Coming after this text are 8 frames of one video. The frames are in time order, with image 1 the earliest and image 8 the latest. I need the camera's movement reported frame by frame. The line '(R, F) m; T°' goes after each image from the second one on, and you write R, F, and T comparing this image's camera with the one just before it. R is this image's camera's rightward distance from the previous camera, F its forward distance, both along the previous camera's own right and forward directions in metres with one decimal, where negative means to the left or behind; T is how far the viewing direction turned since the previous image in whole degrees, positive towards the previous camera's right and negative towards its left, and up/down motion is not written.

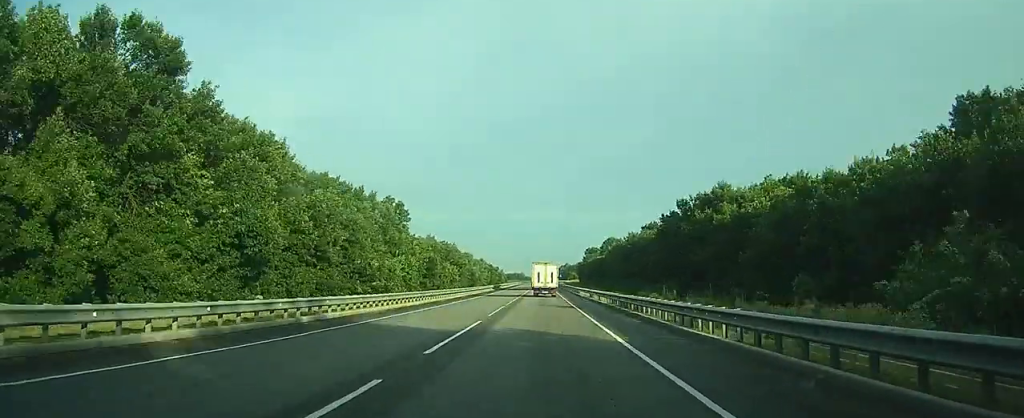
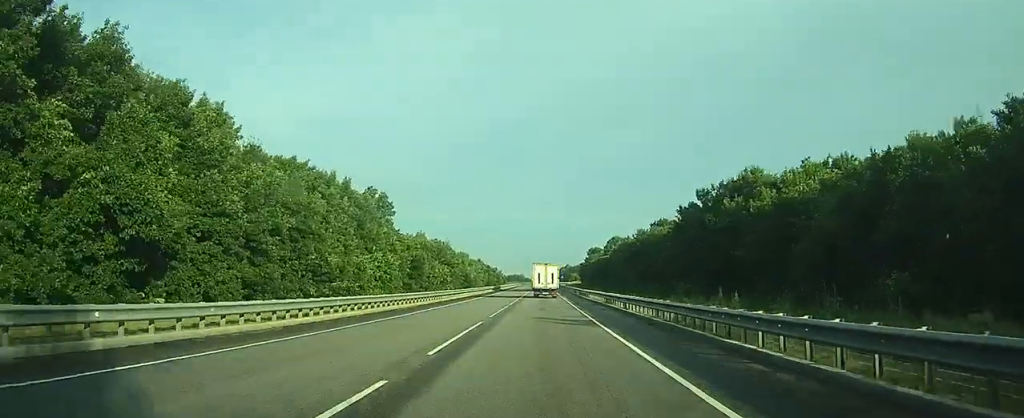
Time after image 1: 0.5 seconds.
(0.0, +12.2) m; 0°
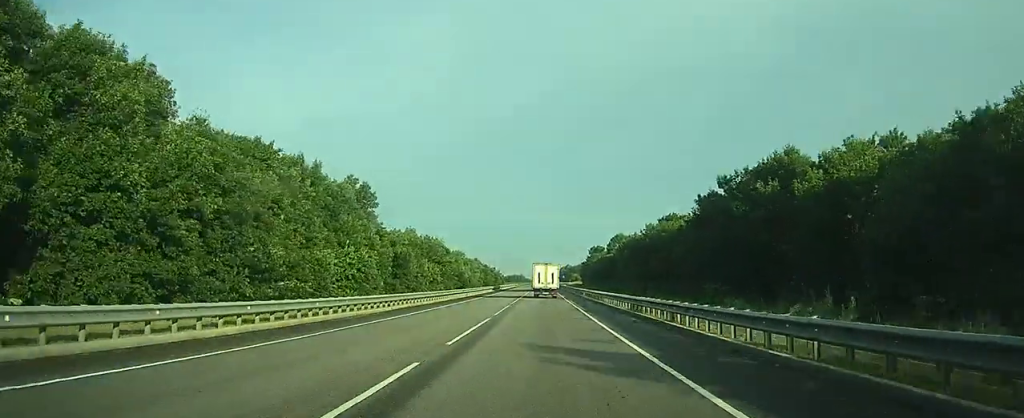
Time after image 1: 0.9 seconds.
(0.0, +10.1) m; 0°
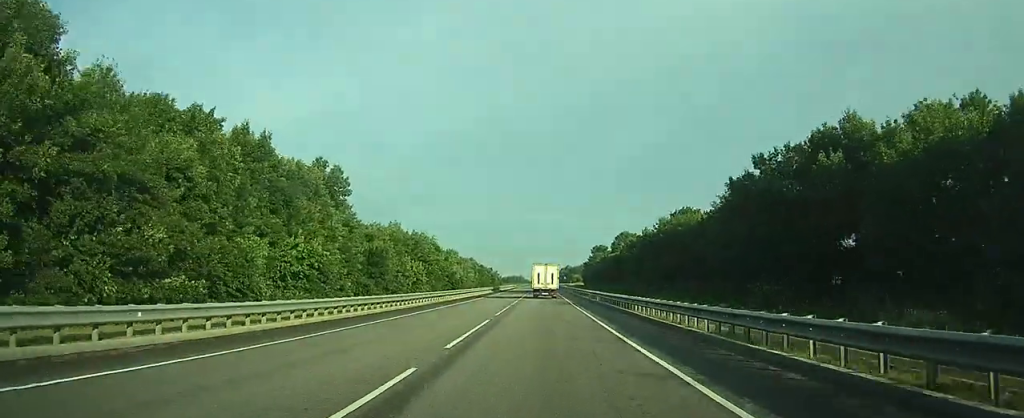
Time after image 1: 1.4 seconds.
(0.0, +11.8) m; 0°
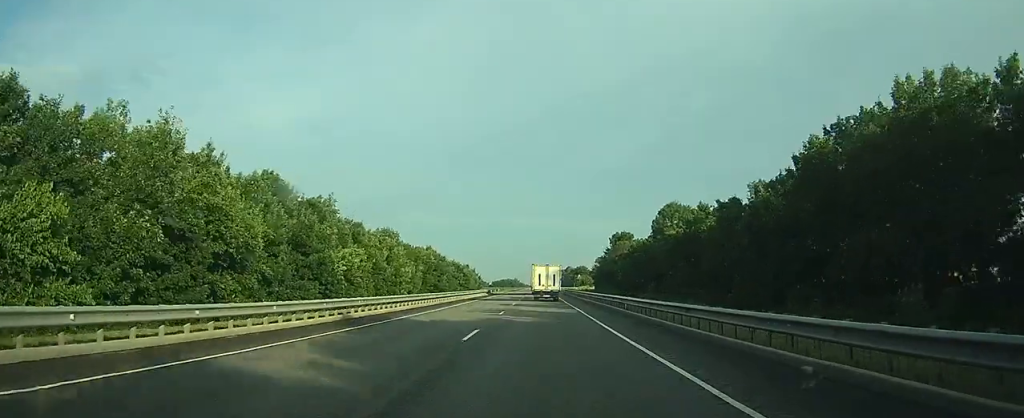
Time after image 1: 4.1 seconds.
(+0.3, +71.2) m; 0°
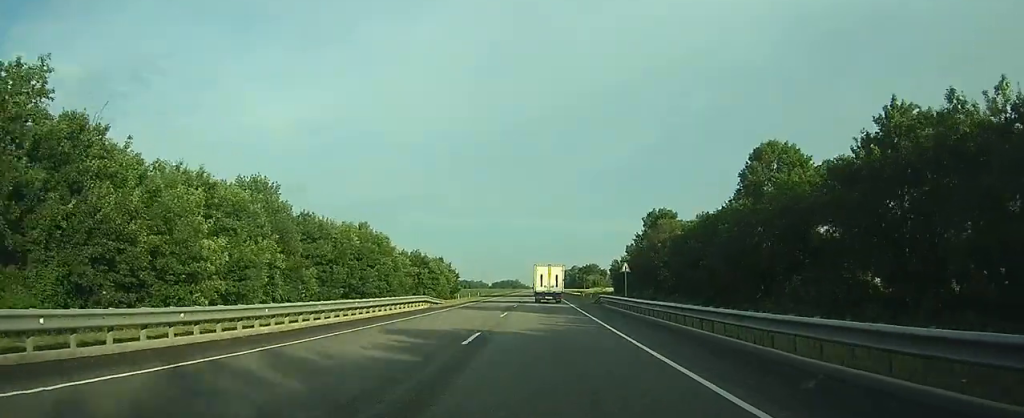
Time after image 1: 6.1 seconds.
(+0.1, +48.6) m; 0°
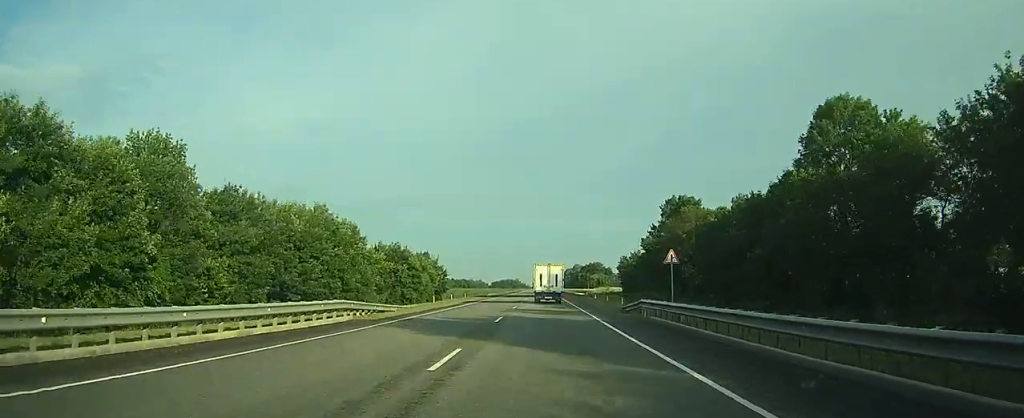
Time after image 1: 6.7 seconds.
(0.0, +14.6) m; 0°
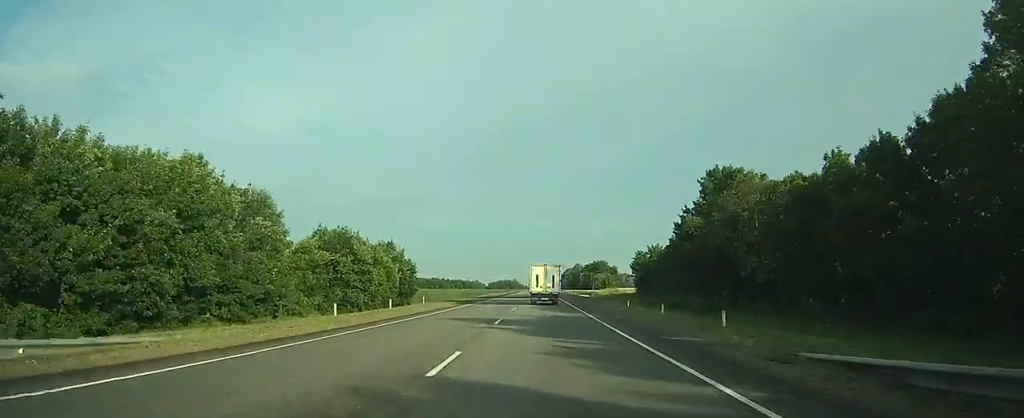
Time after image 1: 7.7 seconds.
(0.0, +23.5) m; 0°
